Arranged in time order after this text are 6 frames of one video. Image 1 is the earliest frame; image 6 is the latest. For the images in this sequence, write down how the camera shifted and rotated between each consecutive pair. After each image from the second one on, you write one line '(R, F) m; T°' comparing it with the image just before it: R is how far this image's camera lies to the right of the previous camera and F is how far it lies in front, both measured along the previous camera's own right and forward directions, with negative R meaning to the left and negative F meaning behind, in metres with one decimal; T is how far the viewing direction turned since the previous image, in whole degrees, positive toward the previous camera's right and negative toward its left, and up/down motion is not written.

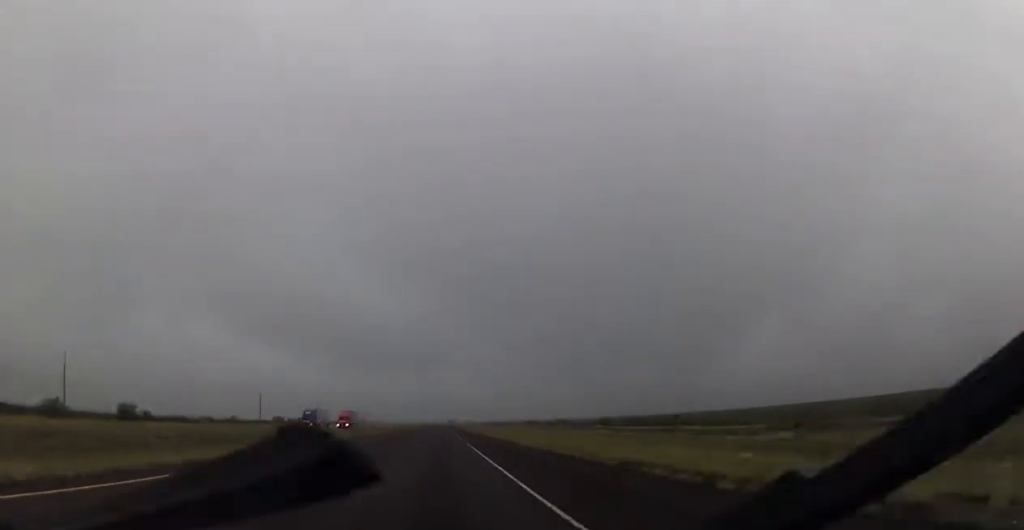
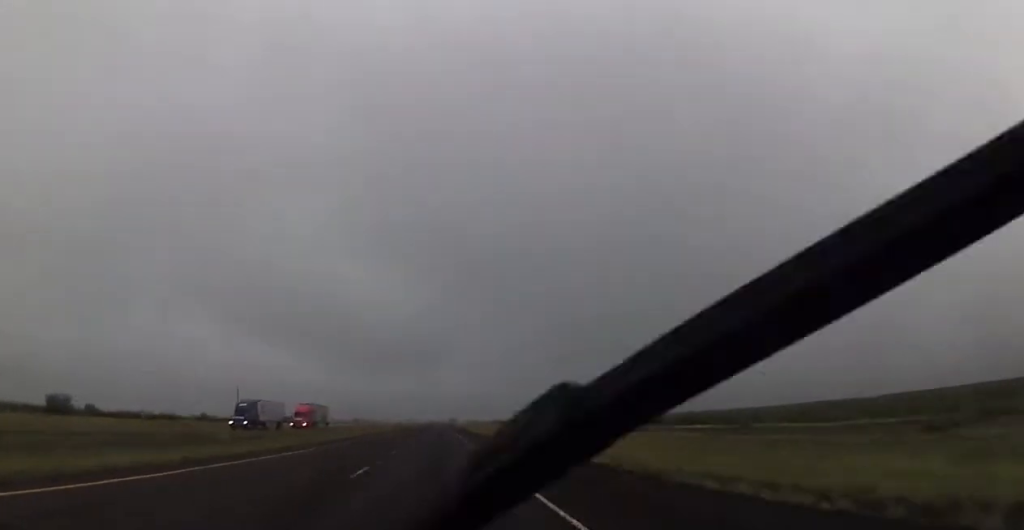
(-0.5, +25.5) m; 0°
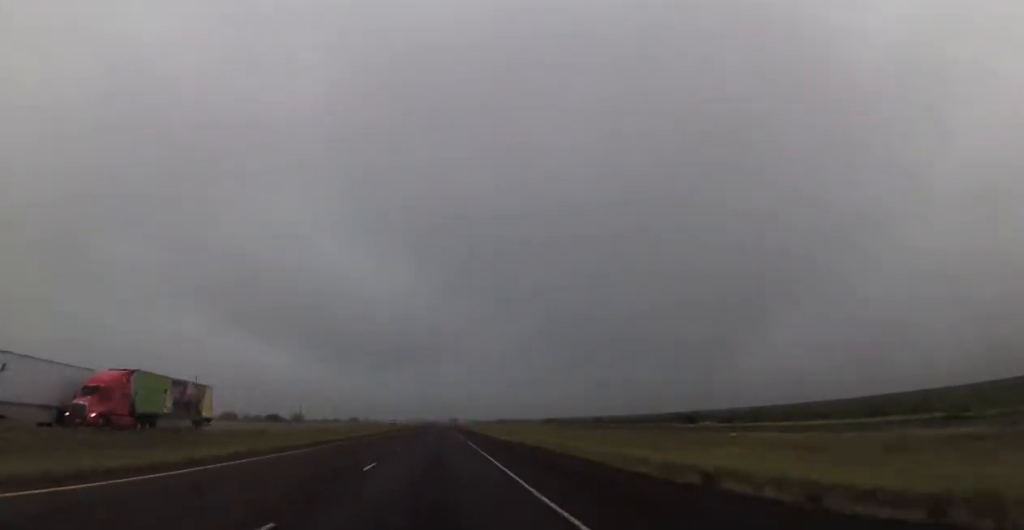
(0.0, +35.3) m; 0°
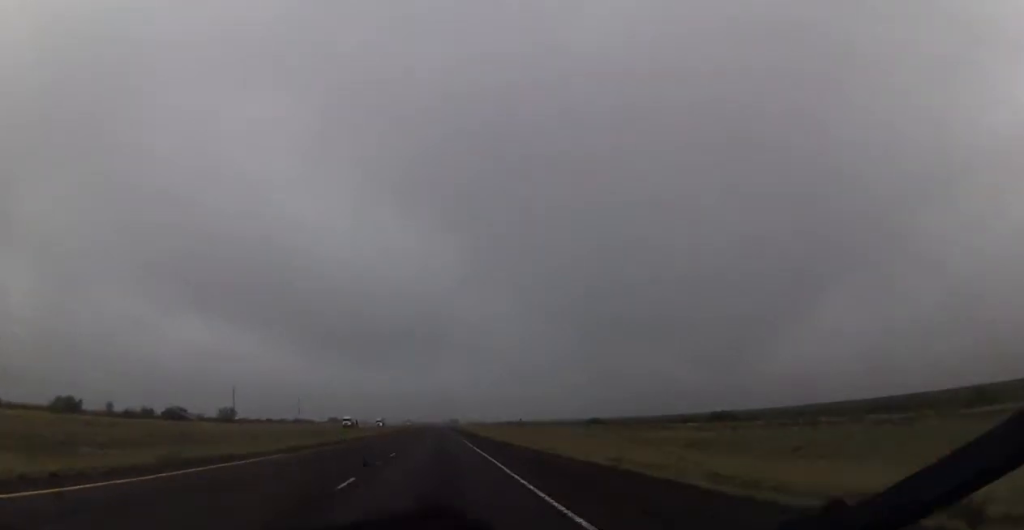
(+0.8, +91.0) m; +1°
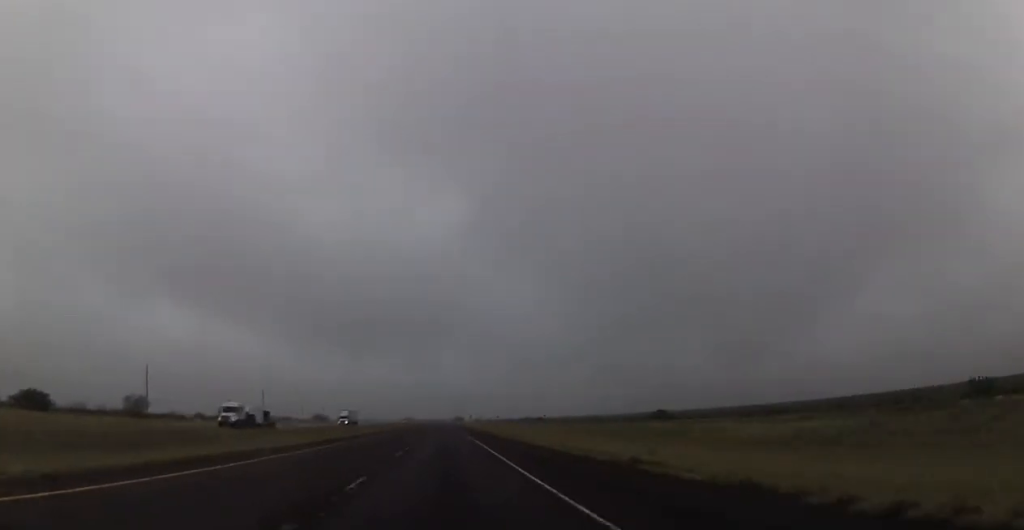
(-1.0, +61.8) m; -1°
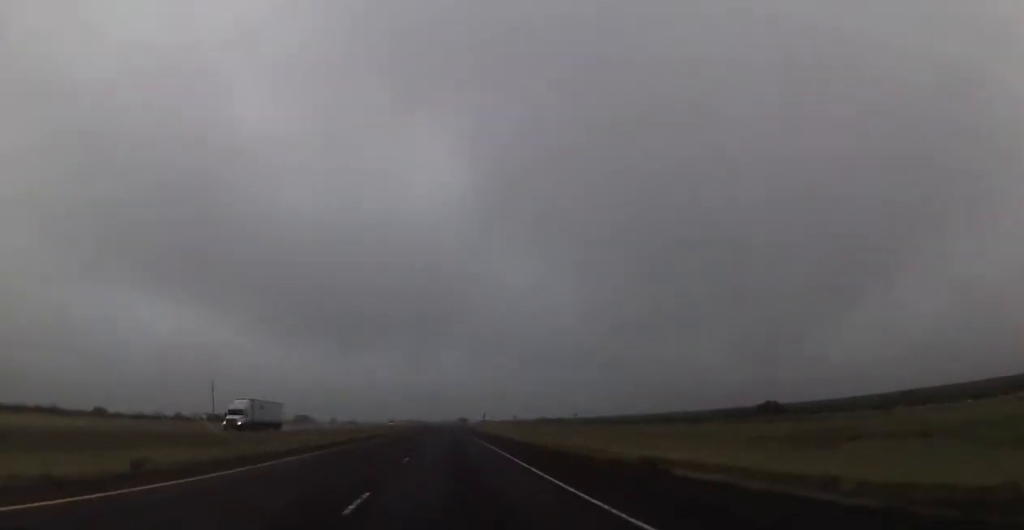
(+0.2, +52.2) m; 0°
